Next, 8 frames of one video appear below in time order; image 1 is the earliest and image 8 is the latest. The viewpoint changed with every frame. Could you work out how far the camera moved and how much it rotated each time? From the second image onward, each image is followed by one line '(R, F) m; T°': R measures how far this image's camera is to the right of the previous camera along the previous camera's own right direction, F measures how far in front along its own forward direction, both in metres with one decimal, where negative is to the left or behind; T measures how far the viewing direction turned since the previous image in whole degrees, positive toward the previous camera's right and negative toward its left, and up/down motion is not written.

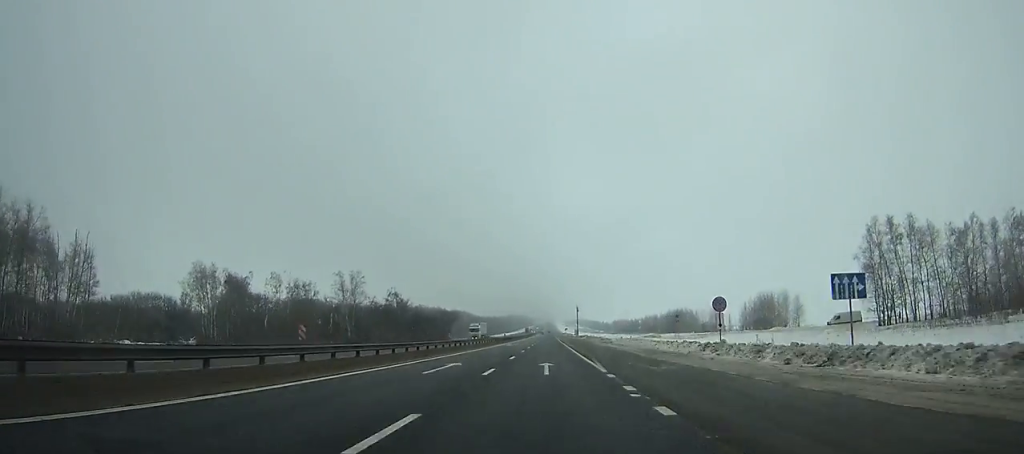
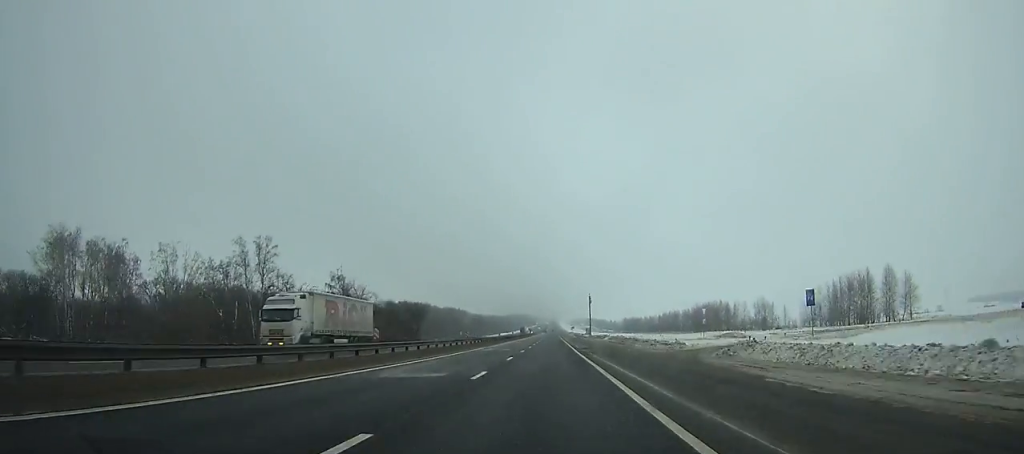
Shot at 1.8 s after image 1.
(+0.1, +51.0) m; 0°
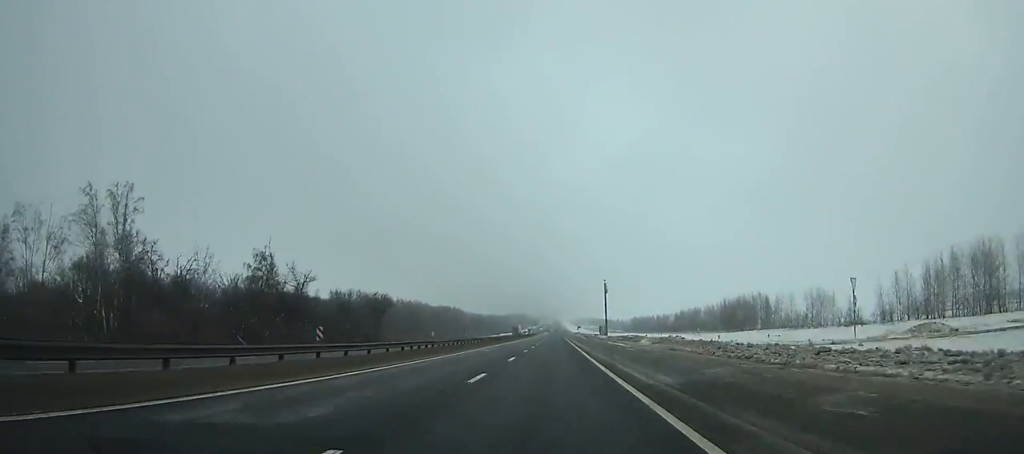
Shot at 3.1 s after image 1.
(-0.2, +36.6) m; 0°
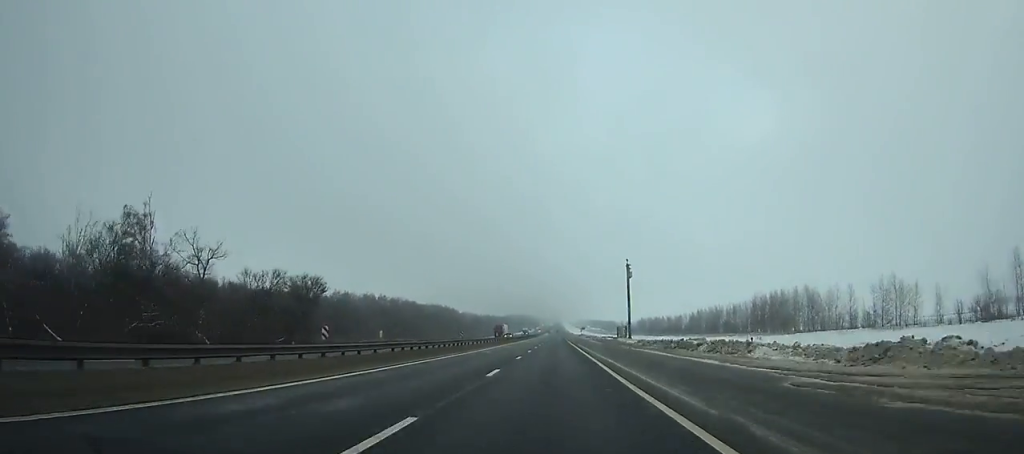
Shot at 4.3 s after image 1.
(-0.2, +33.9) m; 0°
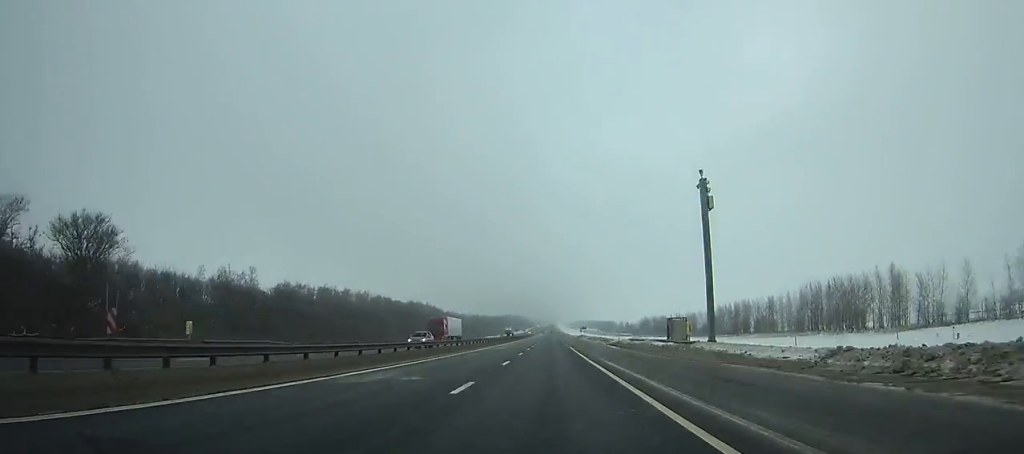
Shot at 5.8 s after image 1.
(+0.3, +42.1) m; 0°
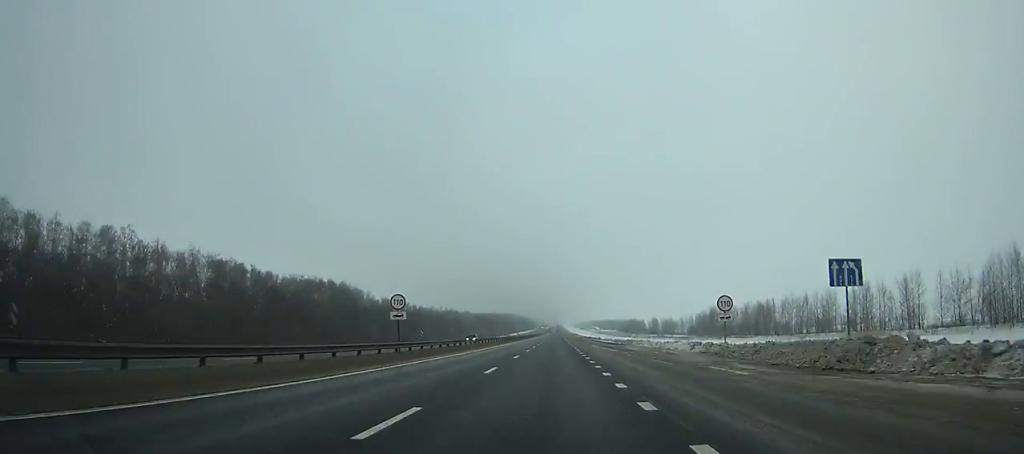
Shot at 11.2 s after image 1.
(-0.4, +151.6) m; 0°
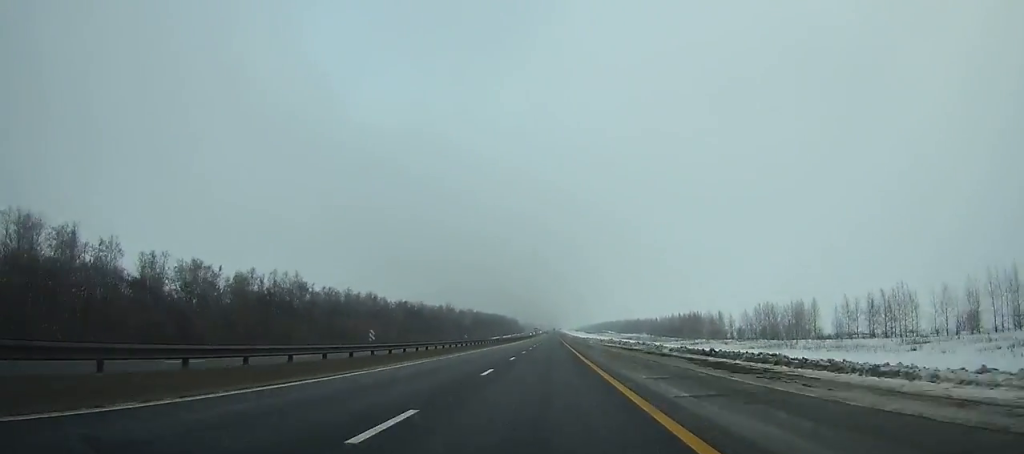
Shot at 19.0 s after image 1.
(+1.5, +219.7) m; 0°
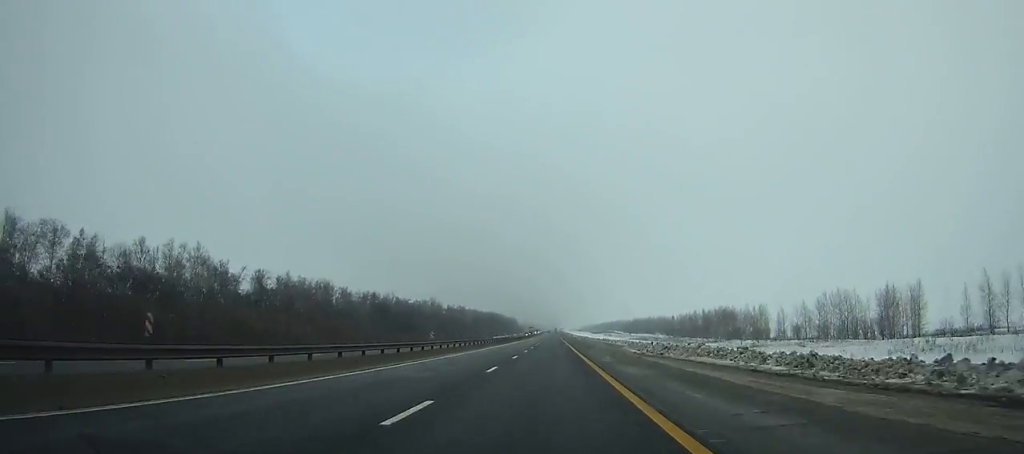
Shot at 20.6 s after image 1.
(-0.1, +45.1) m; 0°
